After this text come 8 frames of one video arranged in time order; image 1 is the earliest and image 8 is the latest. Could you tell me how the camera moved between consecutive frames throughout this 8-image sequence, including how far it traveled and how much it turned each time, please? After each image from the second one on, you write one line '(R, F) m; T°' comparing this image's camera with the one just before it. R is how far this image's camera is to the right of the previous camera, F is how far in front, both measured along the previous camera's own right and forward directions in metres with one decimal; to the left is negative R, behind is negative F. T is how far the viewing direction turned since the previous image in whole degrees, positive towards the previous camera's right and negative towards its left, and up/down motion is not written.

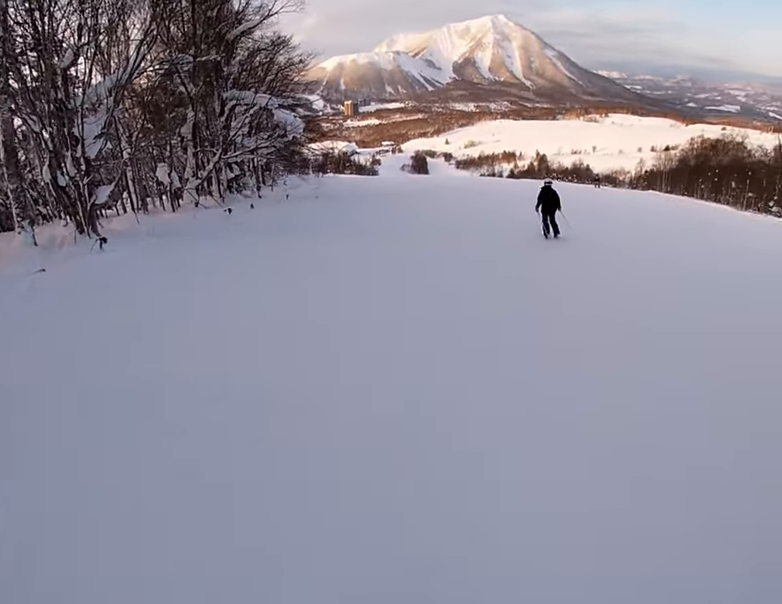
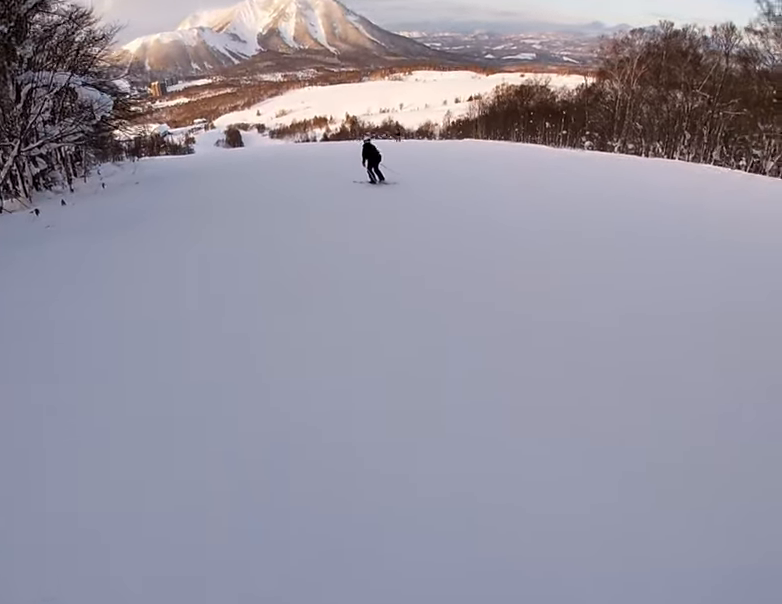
(+0.4, +2.2) m; +24°
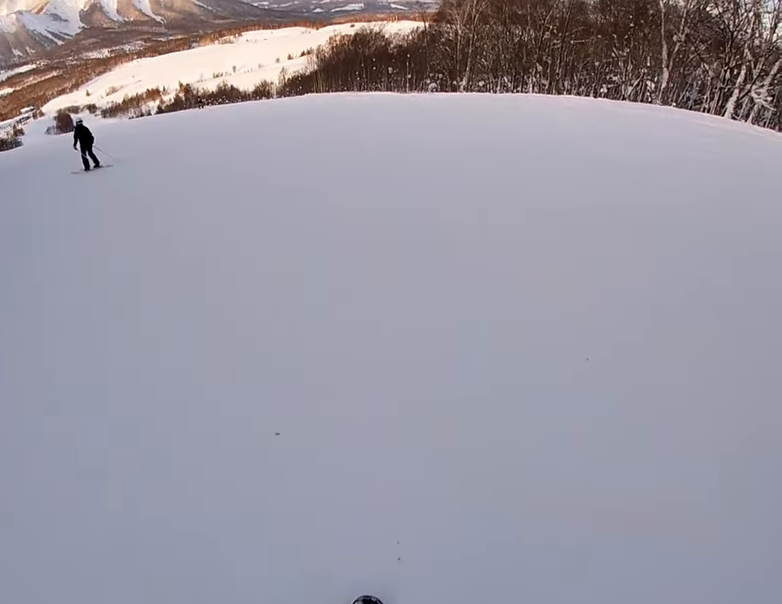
(+1.3, +3.7) m; +29°
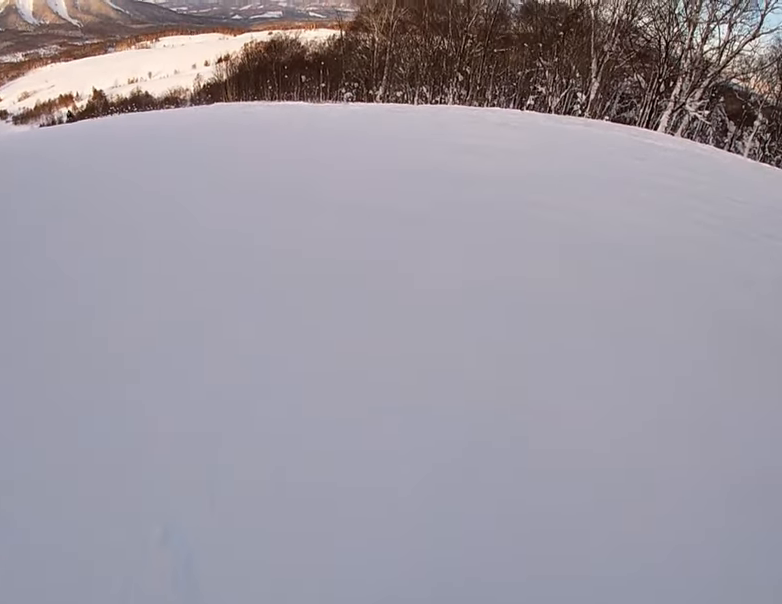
(+0.6, +4.1) m; +1°
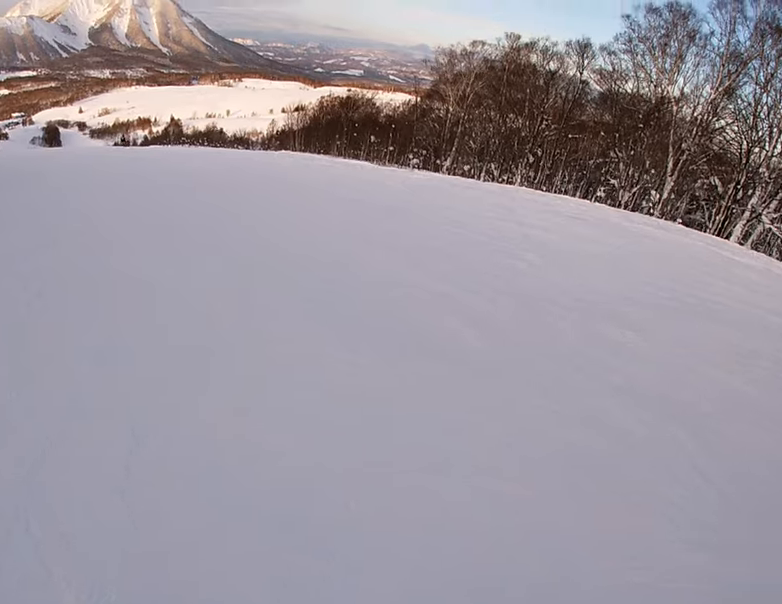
(-0.1, +2.3) m; -7°
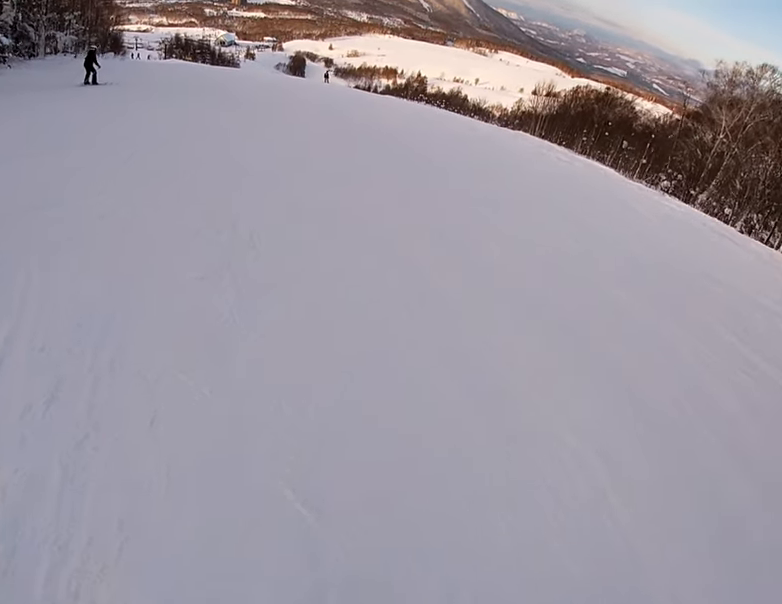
(-0.7, +4.4) m; -18°
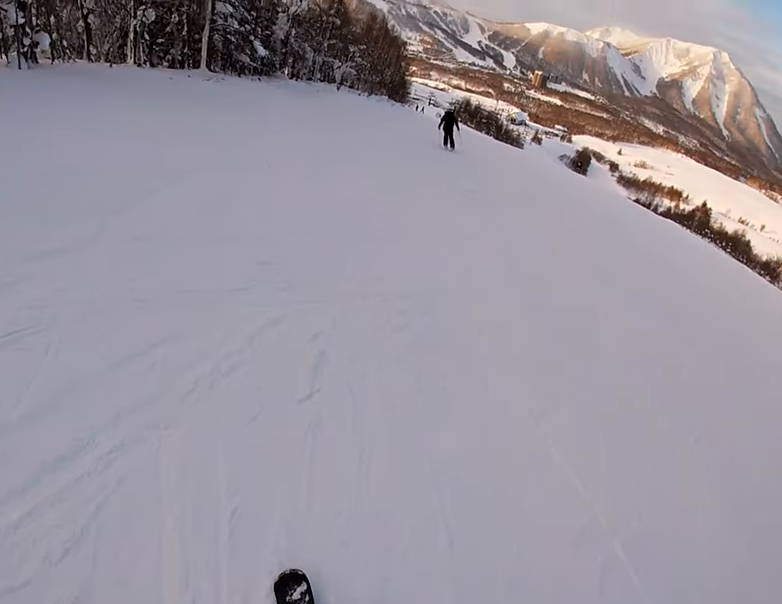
(-1.4, +6.4) m; -25°
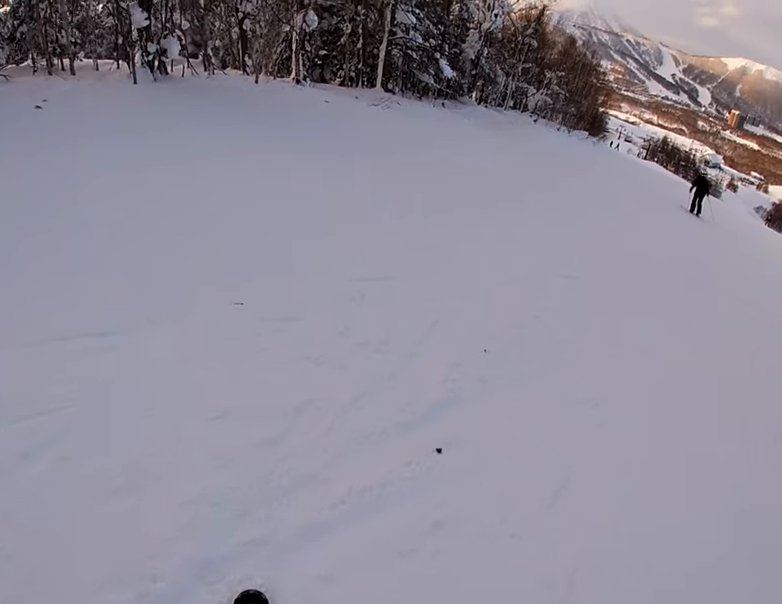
(-0.8, +5.1) m; -17°
